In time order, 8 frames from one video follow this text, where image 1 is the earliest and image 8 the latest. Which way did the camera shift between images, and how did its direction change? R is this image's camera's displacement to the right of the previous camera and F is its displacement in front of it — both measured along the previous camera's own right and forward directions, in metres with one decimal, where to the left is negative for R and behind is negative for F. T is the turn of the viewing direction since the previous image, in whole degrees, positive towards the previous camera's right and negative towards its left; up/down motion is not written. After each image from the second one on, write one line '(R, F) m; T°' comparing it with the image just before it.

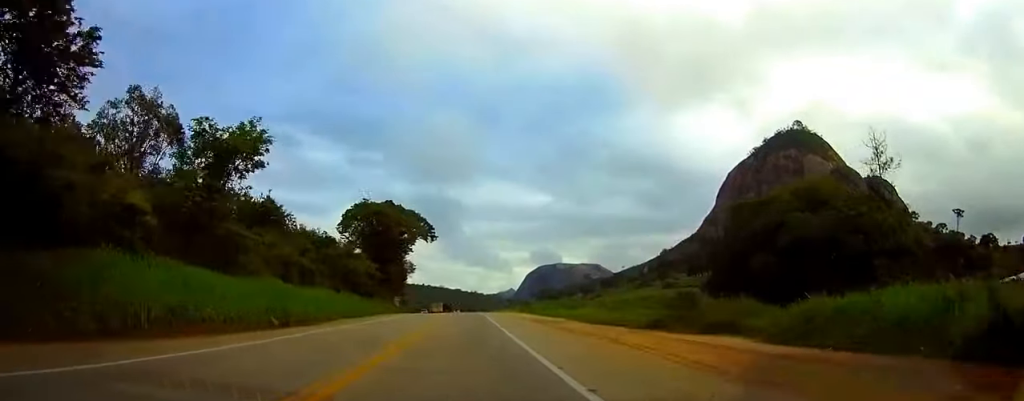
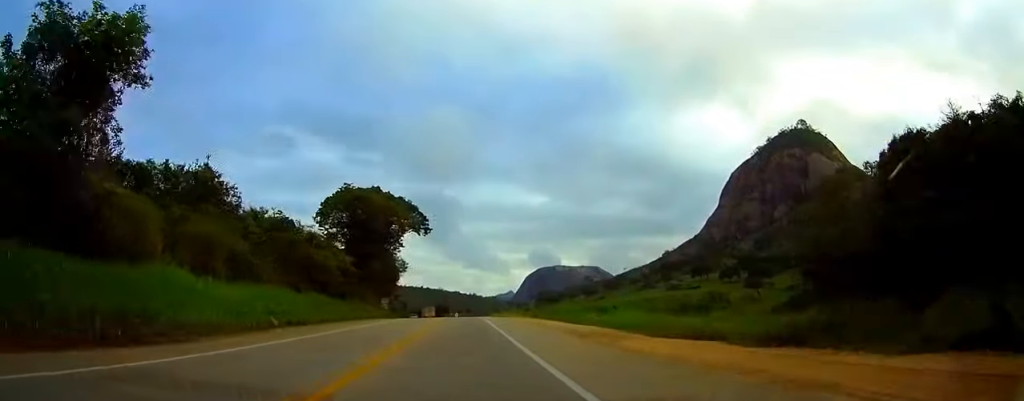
(+0.1, +15.0) m; 0°
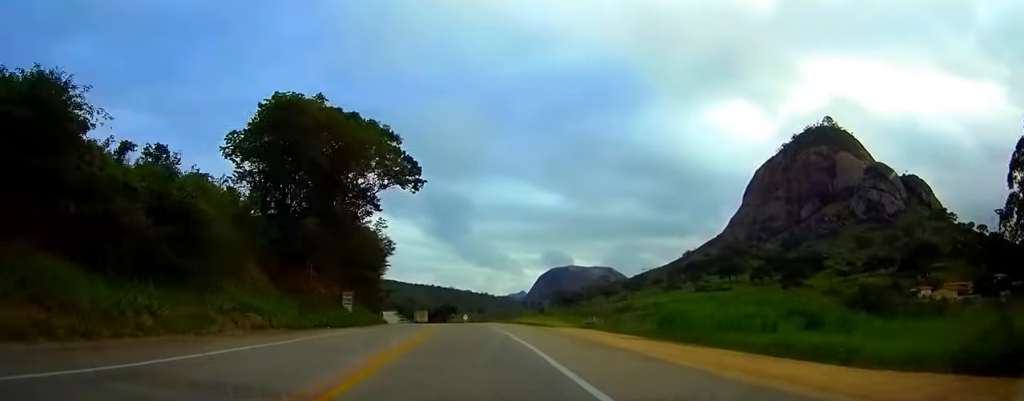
(-0.1, +37.0) m; -1°
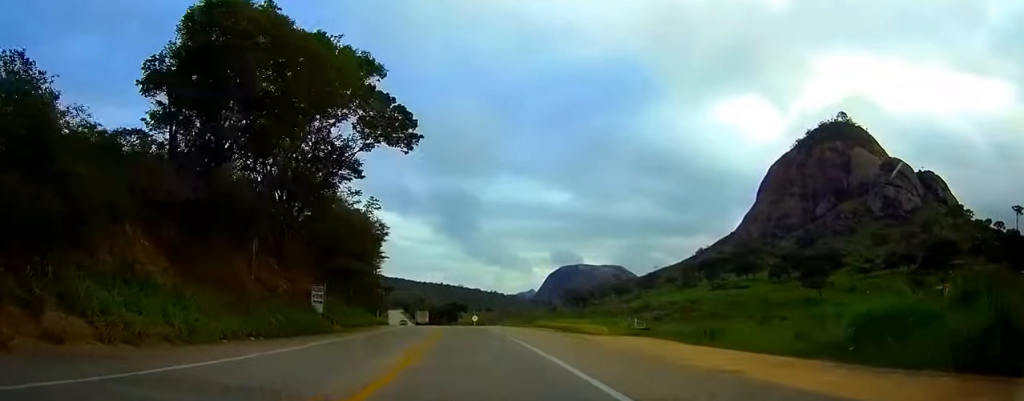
(-0.2, +15.7) m; -1°
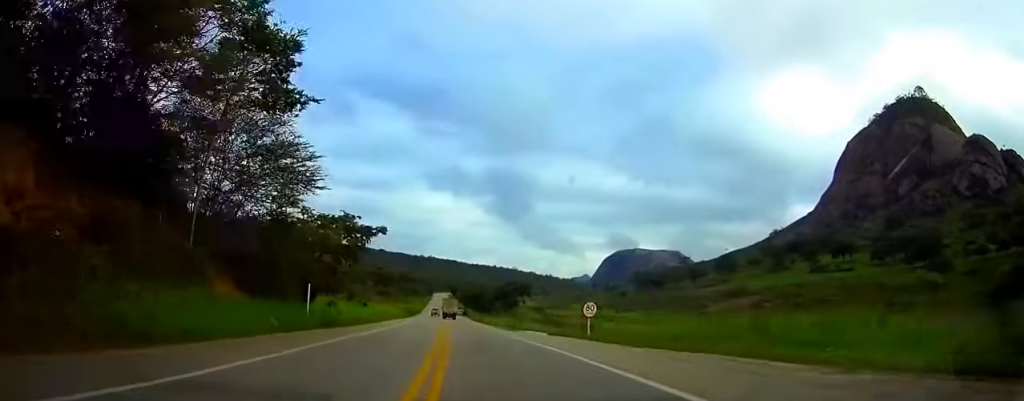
(-2.5, +70.4) m; -4°
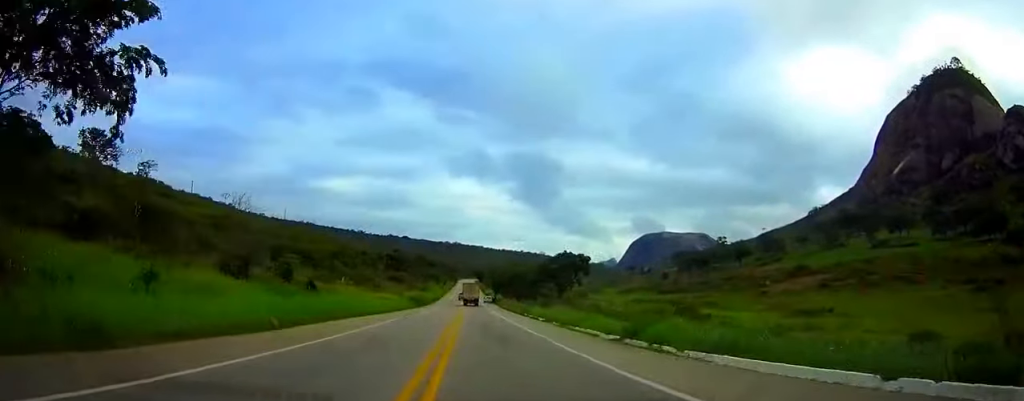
(-0.6, +40.2) m; -2°
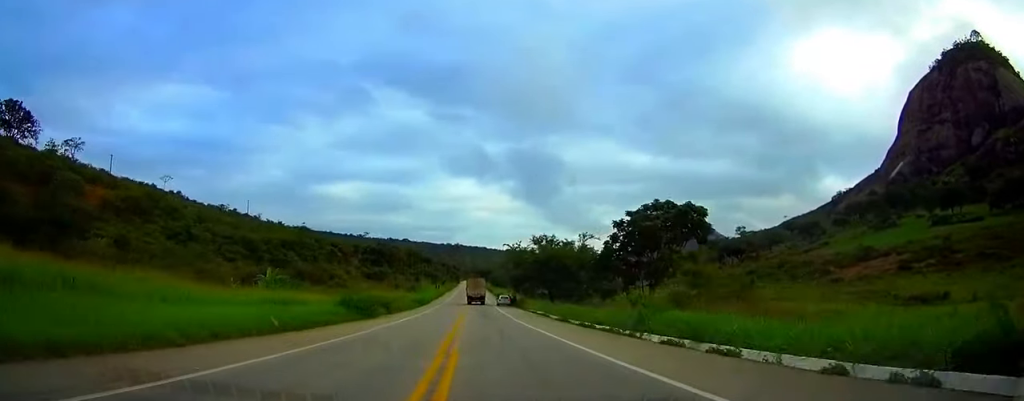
(-0.3, +48.7) m; 0°
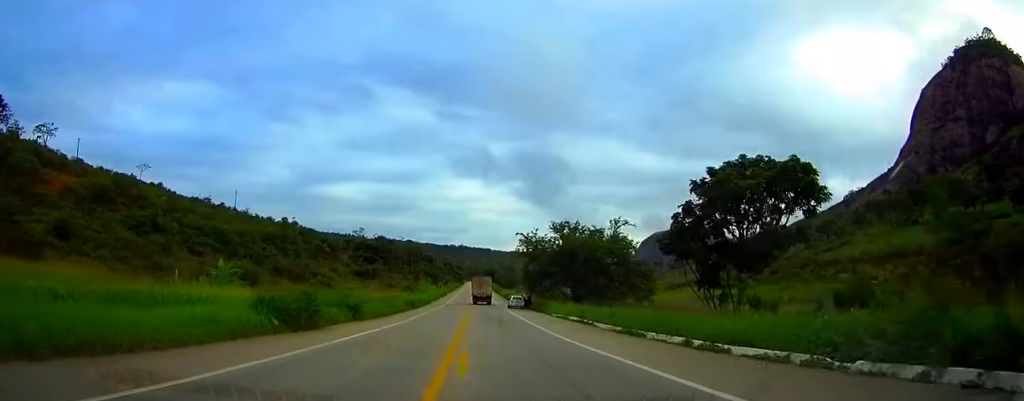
(+0.1, +18.0) m; 0°
